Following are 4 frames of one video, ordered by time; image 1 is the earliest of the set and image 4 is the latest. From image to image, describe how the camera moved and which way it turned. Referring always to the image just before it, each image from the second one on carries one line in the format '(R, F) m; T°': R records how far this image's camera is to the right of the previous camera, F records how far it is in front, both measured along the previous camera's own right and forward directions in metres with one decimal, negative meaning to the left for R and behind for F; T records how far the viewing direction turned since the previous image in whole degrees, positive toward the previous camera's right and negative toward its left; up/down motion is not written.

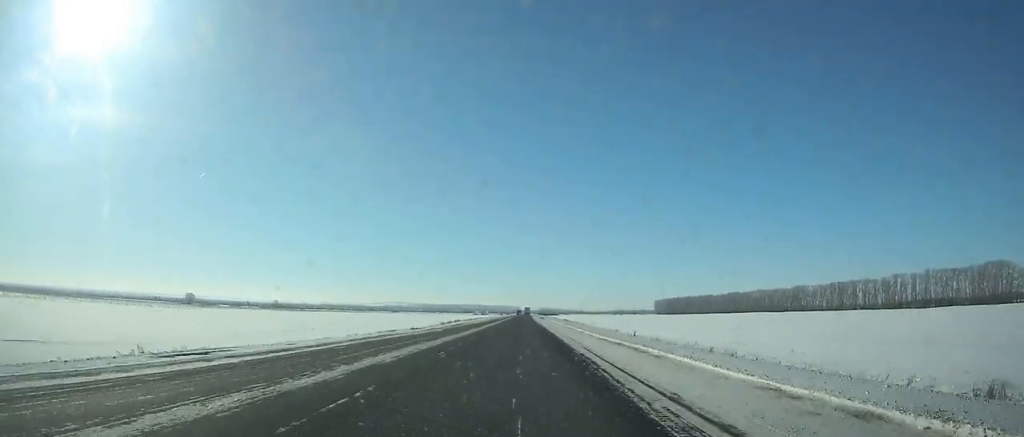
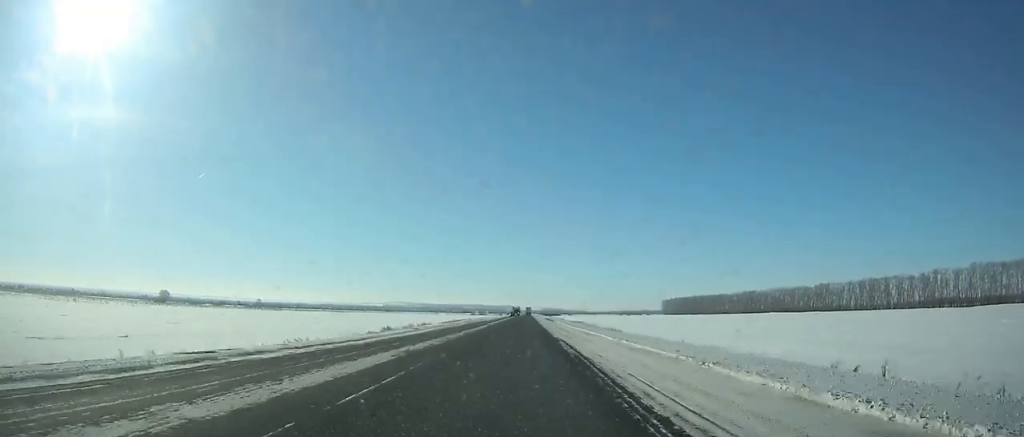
(0.0, +50.1) m; 0°
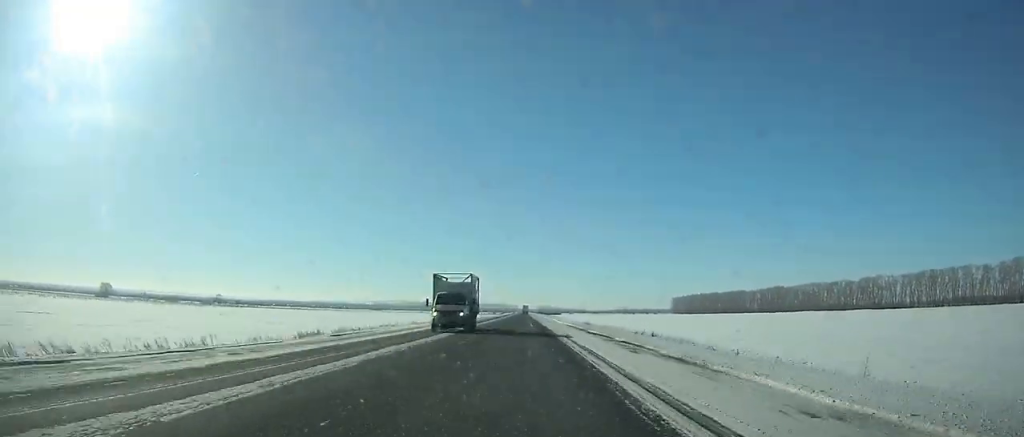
(+0.2, +86.2) m; 0°
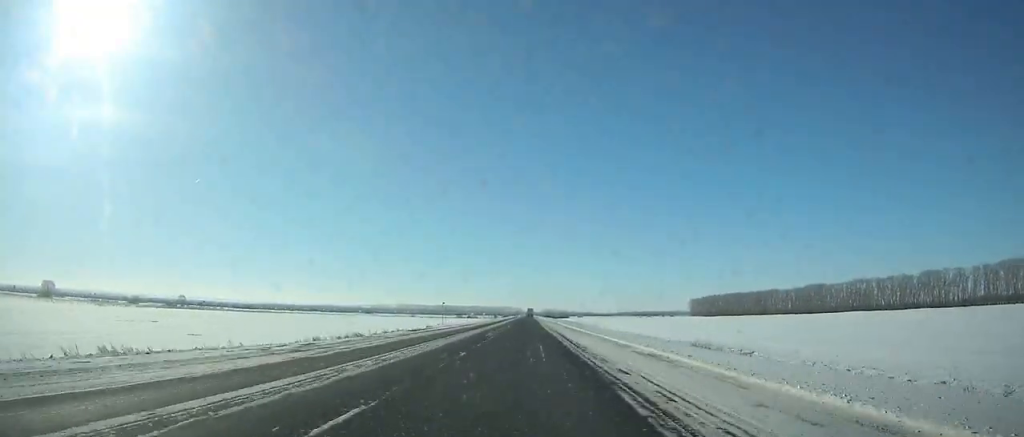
(+0.1, +77.2) m; 0°
